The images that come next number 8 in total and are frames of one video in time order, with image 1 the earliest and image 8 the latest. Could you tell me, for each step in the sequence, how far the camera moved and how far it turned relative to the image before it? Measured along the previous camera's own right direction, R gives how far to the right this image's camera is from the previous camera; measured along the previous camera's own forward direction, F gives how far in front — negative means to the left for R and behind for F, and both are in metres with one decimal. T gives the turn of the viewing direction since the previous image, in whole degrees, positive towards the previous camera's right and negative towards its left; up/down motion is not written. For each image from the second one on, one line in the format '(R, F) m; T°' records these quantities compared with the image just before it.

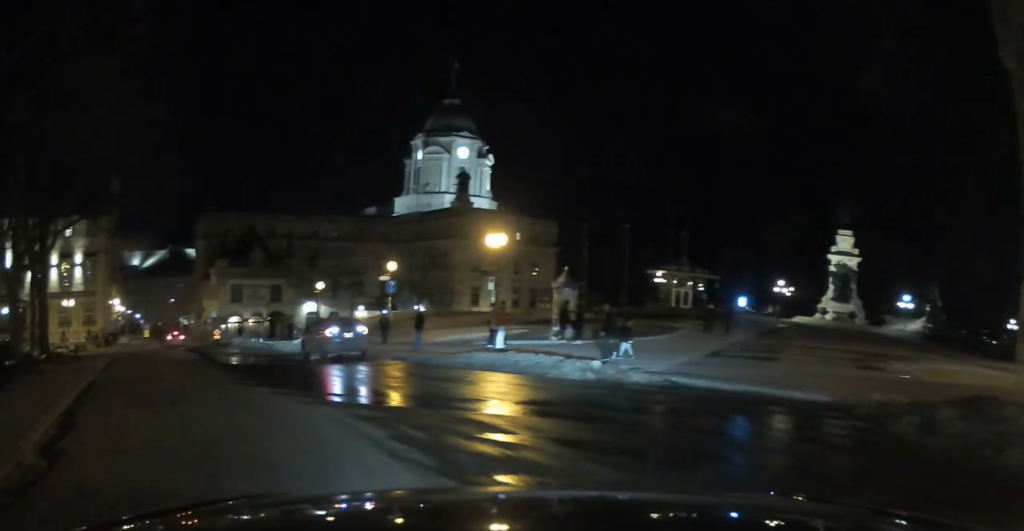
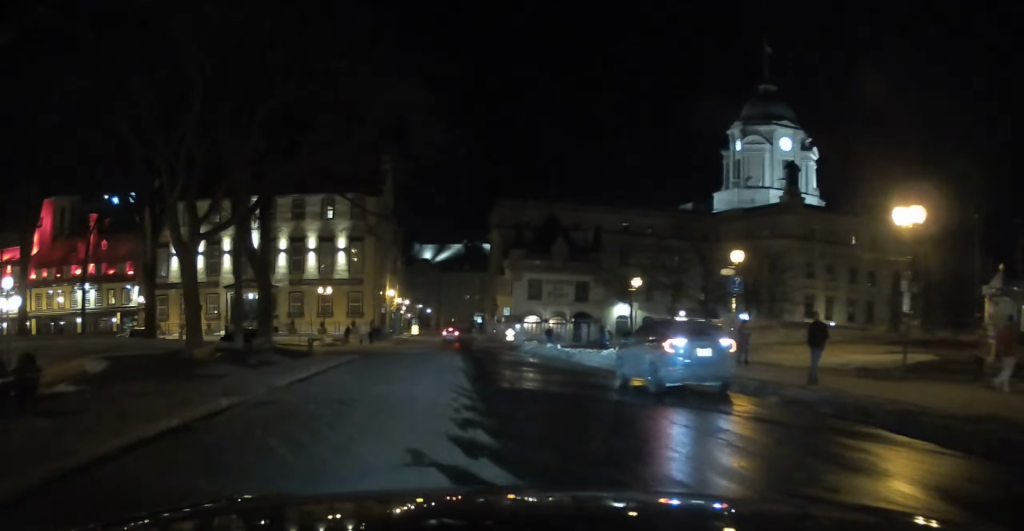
(-2.7, +11.4) m; -13°
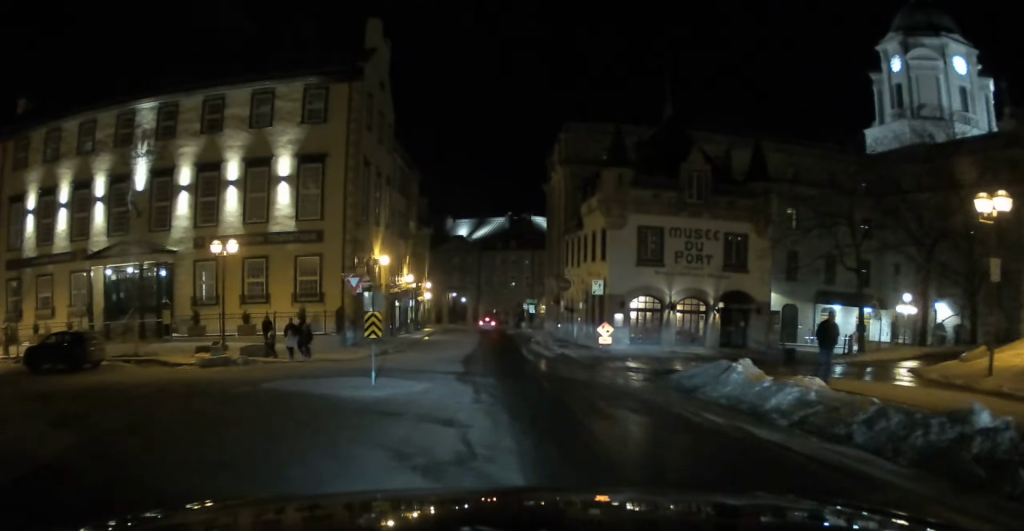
(-6.1, +30.2) m; -12°
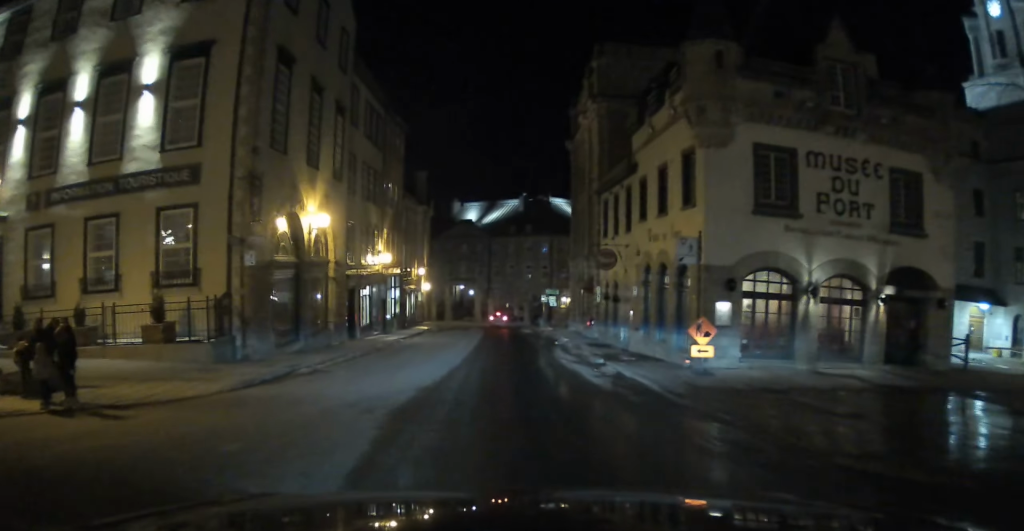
(+0.2, +14.4) m; 0°
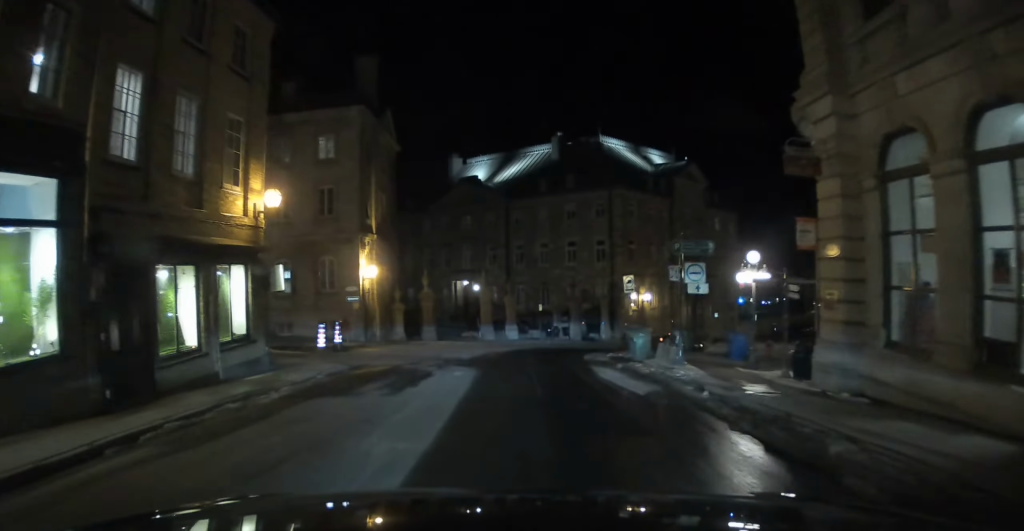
(-0.2, +36.9) m; -2°
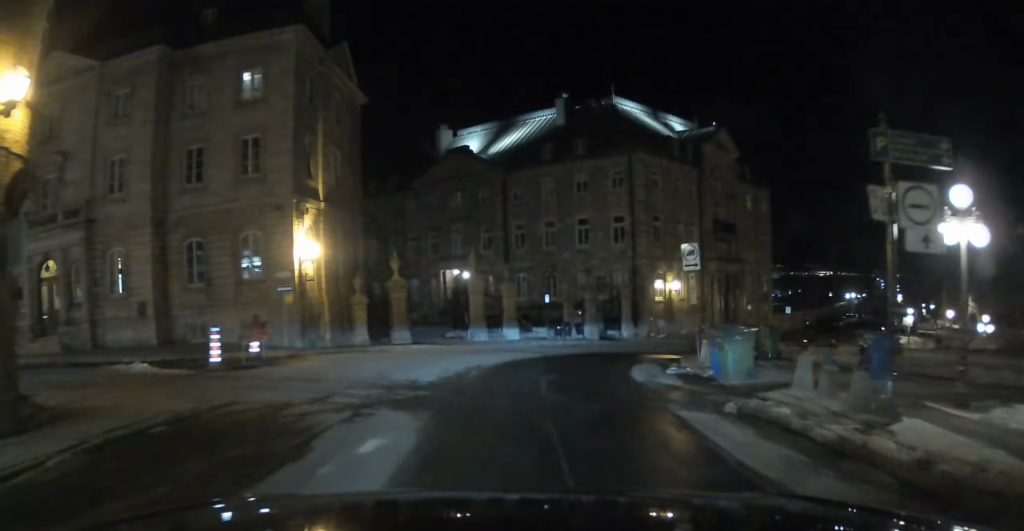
(-0.1, +10.7) m; +3°
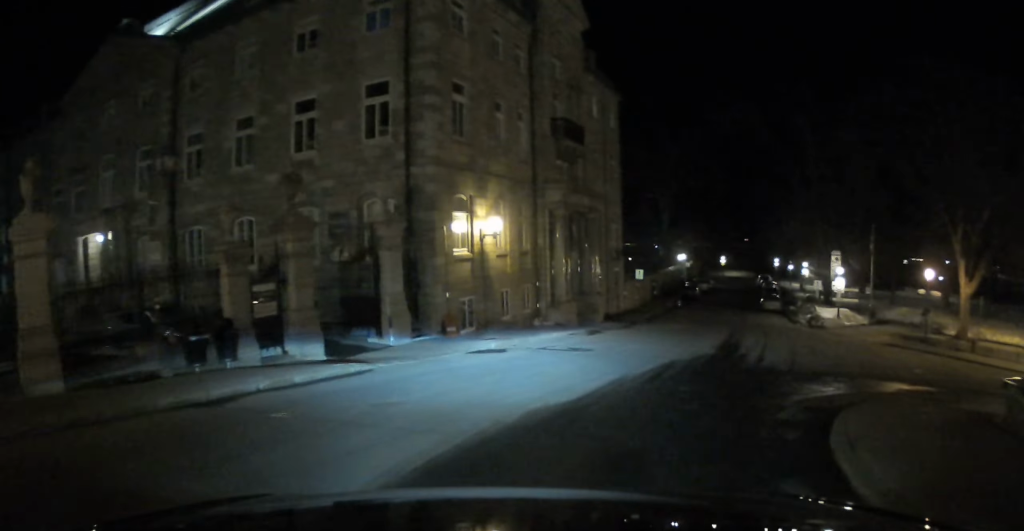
(+2.6, +27.9) m; +25°
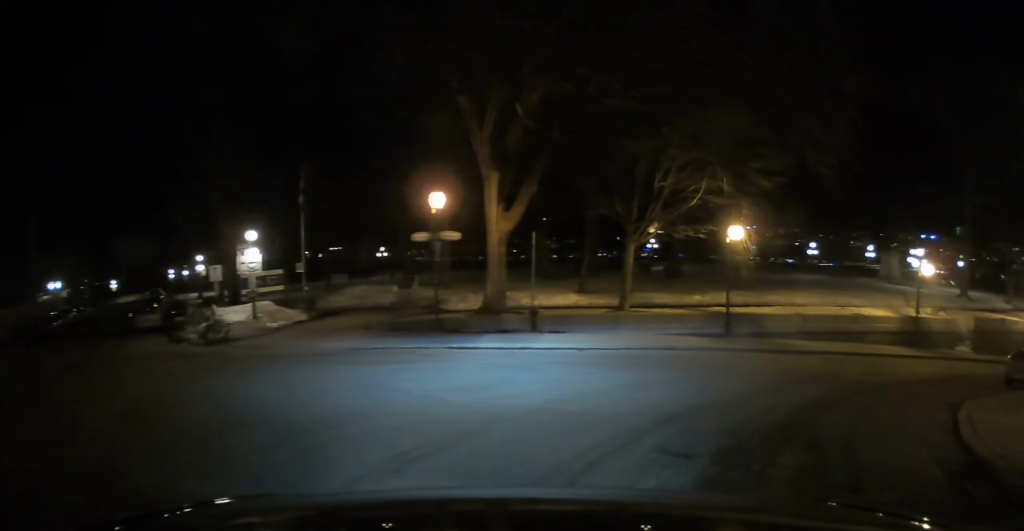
(+8.3, +20.8) m; +52°
